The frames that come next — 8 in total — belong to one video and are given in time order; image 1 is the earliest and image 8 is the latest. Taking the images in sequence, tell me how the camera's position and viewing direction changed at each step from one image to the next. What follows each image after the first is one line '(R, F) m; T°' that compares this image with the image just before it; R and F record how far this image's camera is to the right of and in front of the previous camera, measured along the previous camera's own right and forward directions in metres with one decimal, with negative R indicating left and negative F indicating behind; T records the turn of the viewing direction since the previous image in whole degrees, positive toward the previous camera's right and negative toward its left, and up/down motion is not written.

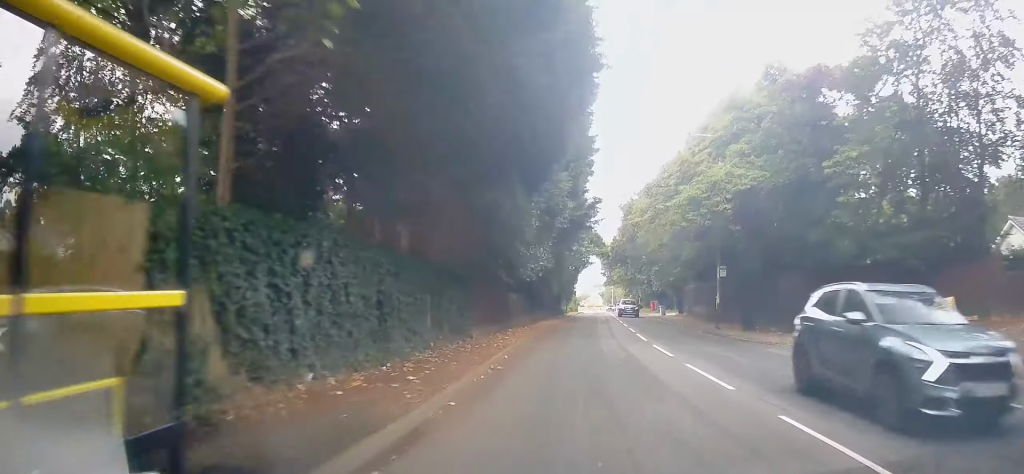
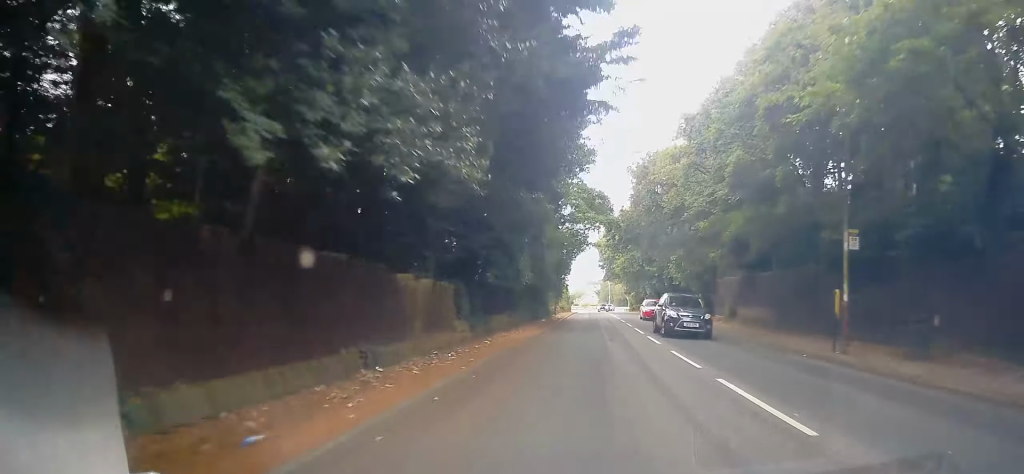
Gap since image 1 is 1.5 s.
(+0.7, +16.2) m; +1°
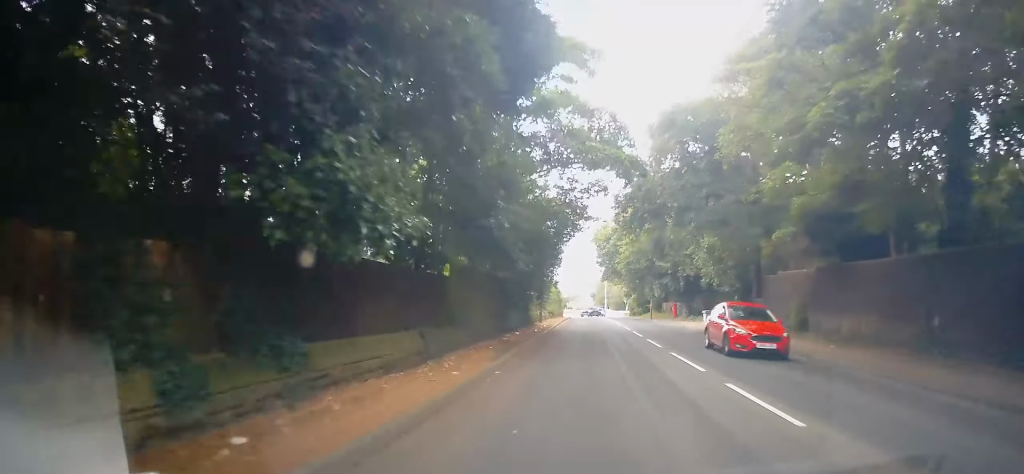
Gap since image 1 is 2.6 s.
(-0.3, +12.6) m; -1°
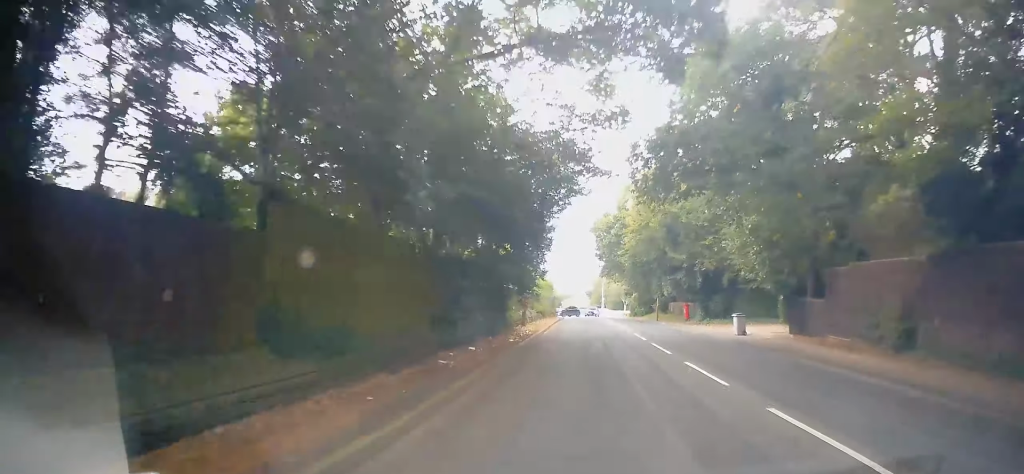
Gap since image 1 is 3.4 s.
(0.0, +8.8) m; +1°
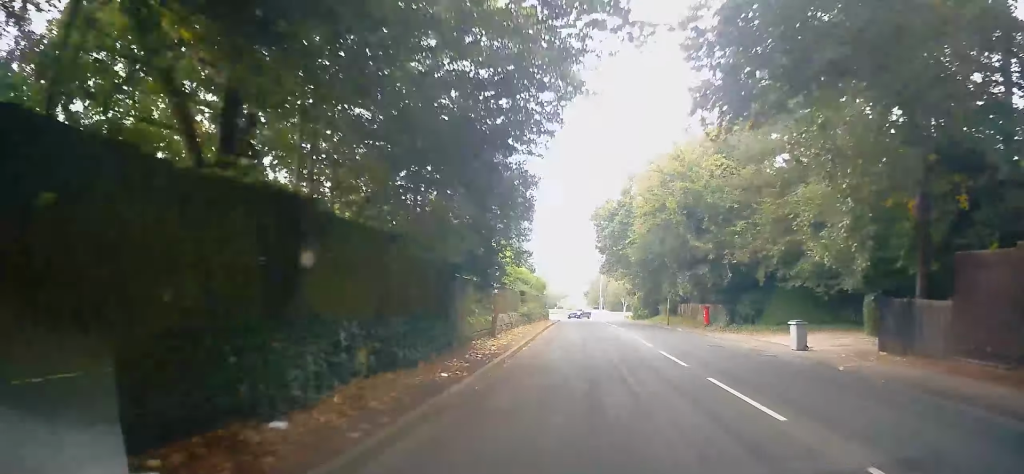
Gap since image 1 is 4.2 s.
(+0.2, +8.9) m; +1°
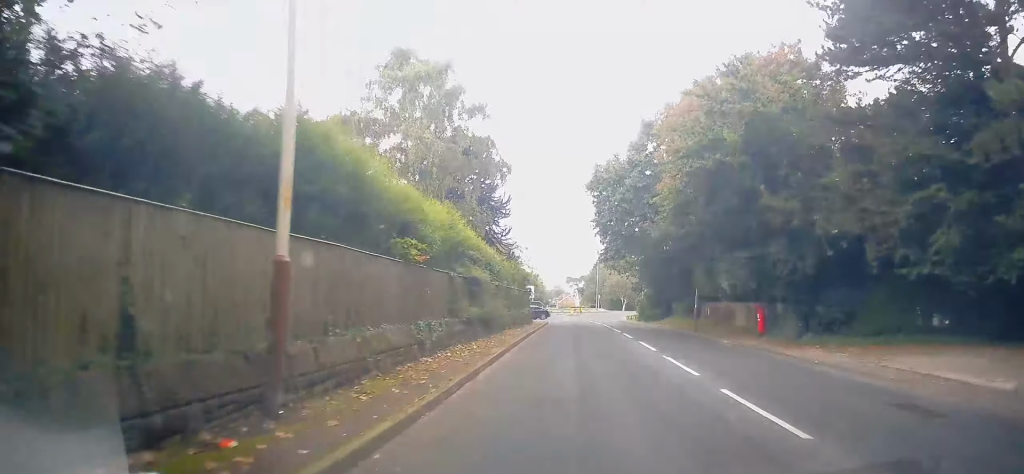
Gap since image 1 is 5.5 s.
(-0.1, +13.2) m; +1°
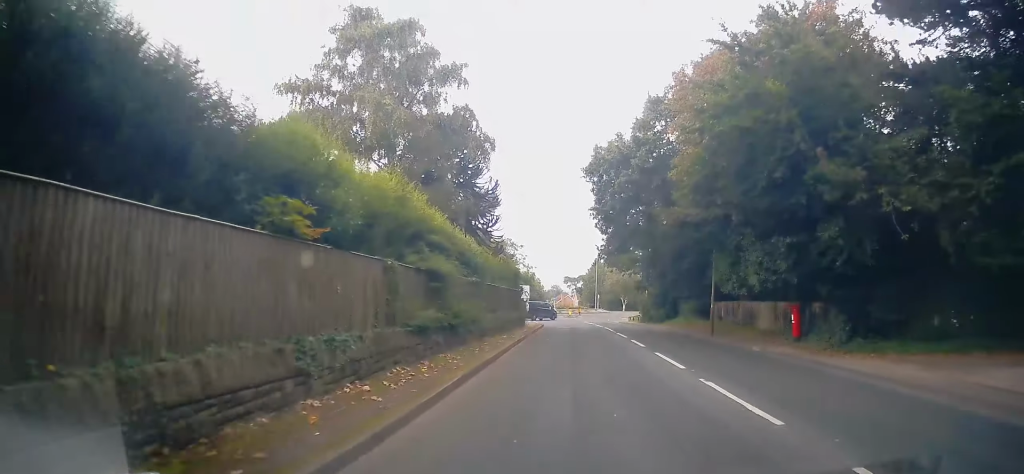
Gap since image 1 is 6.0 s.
(+0.1, +4.7) m; +1°
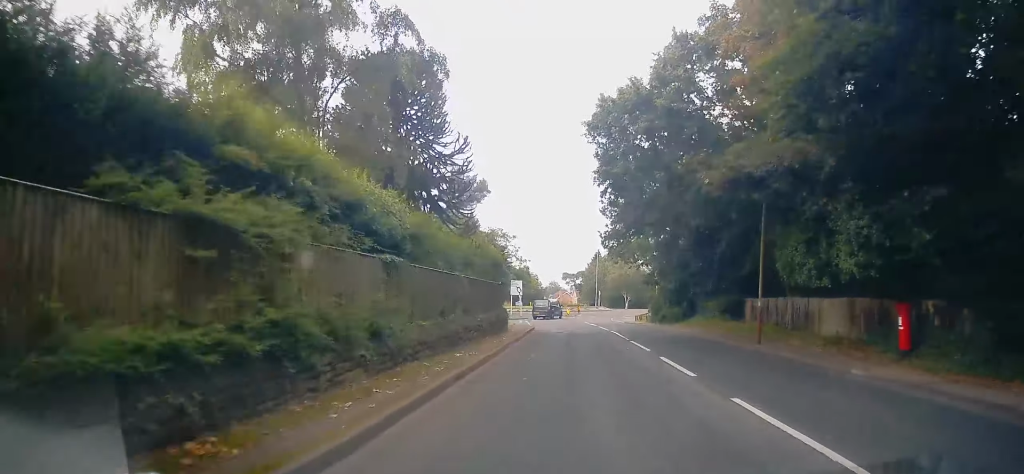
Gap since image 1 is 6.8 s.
(0.0, +8.4) m; +1°
